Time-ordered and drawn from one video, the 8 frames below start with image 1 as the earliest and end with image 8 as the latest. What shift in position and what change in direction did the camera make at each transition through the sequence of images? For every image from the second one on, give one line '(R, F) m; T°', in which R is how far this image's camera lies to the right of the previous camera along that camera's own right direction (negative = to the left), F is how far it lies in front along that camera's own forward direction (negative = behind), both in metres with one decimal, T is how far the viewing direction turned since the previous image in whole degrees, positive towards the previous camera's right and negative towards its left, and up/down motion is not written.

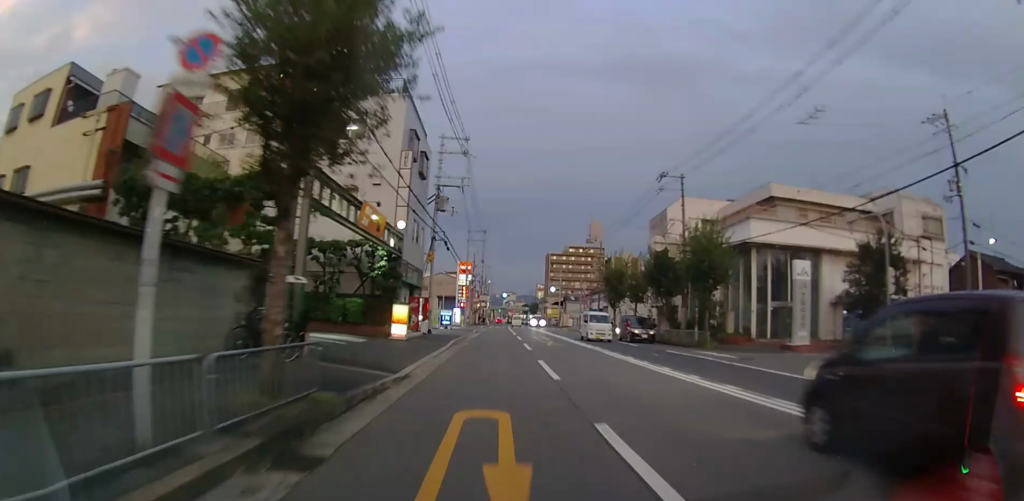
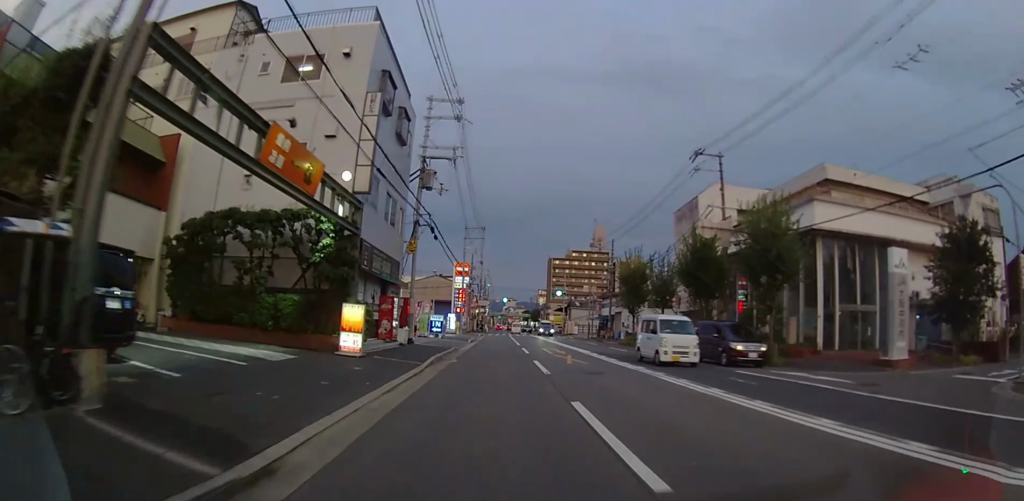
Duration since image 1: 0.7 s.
(0.0, +7.5) m; +1°
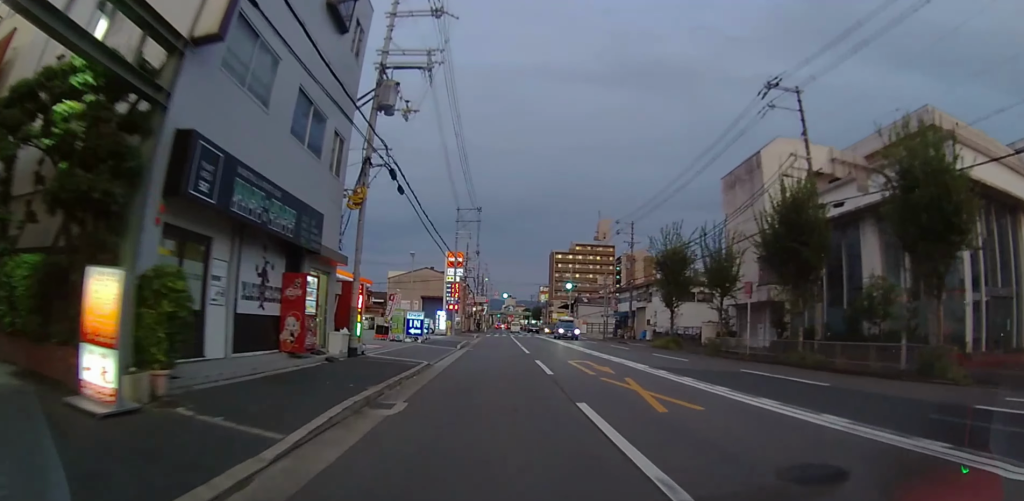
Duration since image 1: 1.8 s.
(+0.1, +10.5) m; +1°
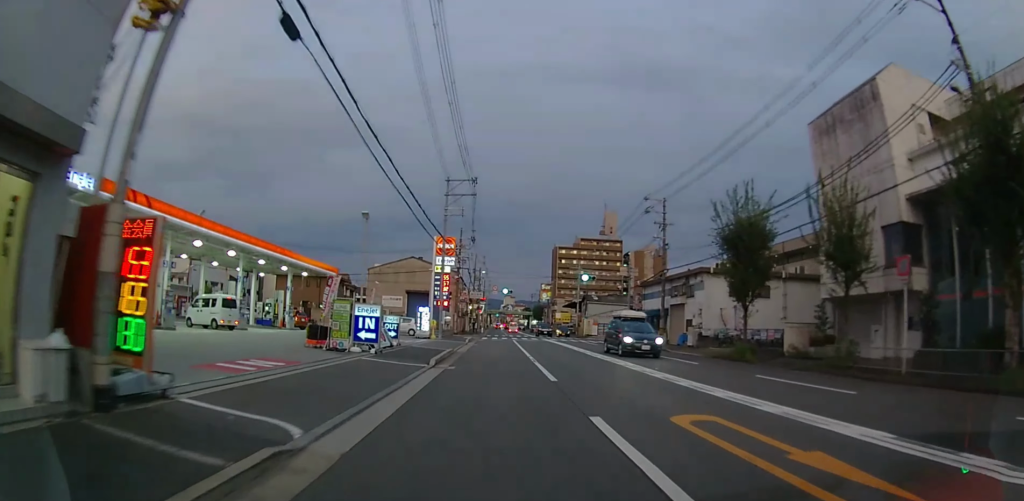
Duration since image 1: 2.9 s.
(0.0, +11.1) m; 0°
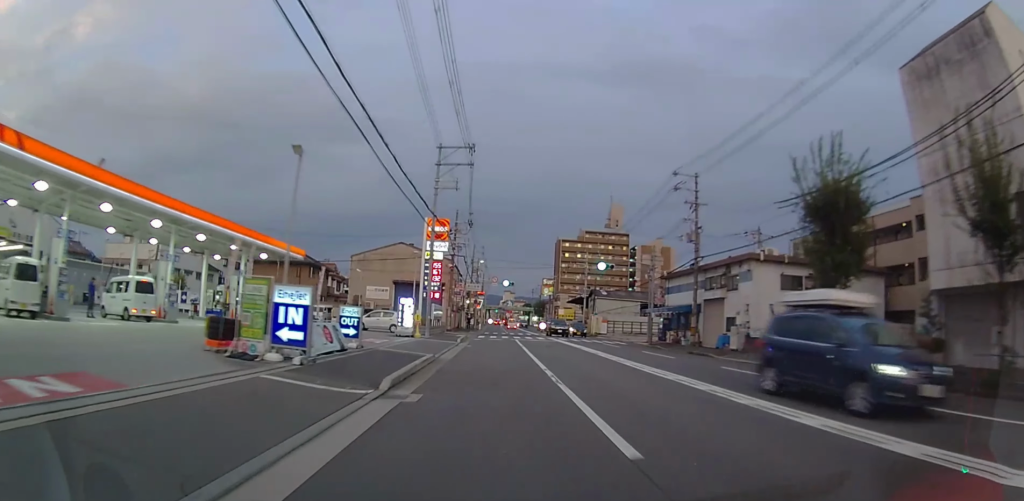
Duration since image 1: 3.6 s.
(0.0, +7.5) m; 0°
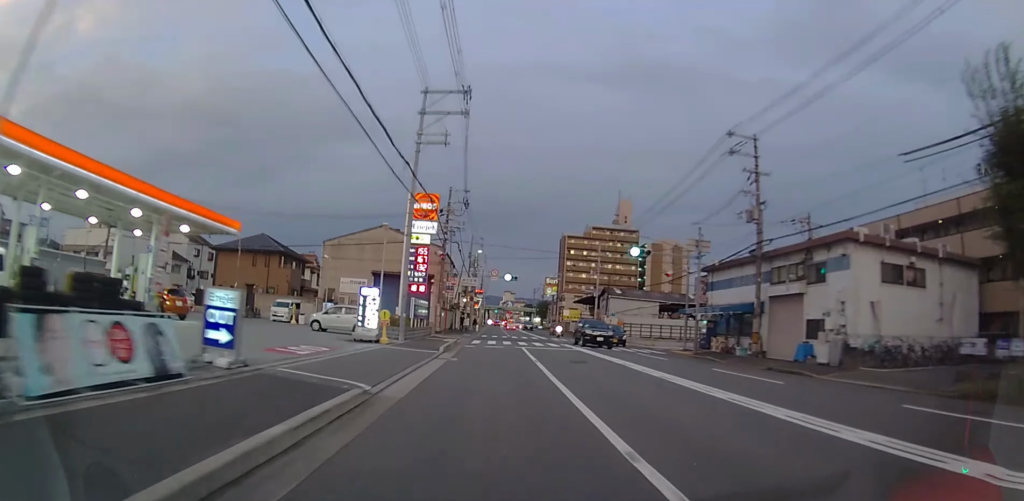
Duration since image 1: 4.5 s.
(0.0, +9.2) m; 0°
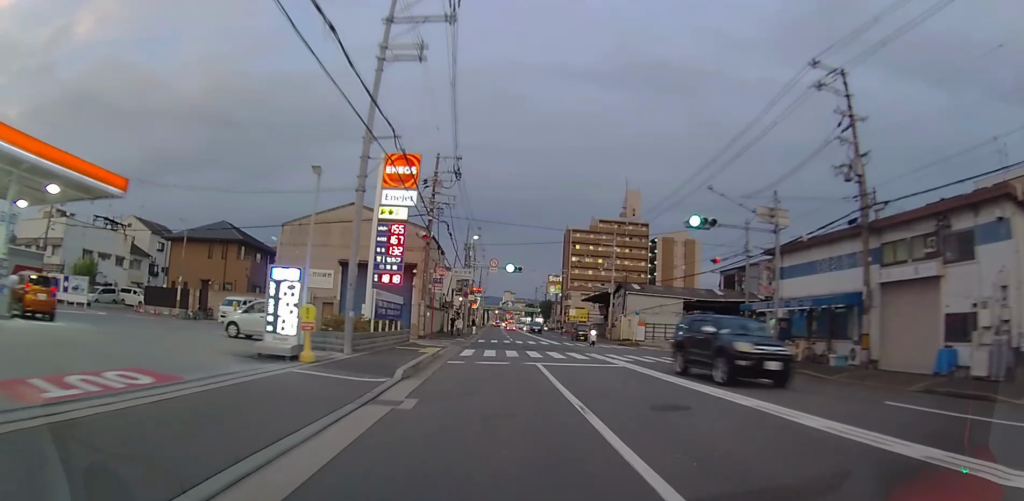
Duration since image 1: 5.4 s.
(0.0, +9.1) m; +1°
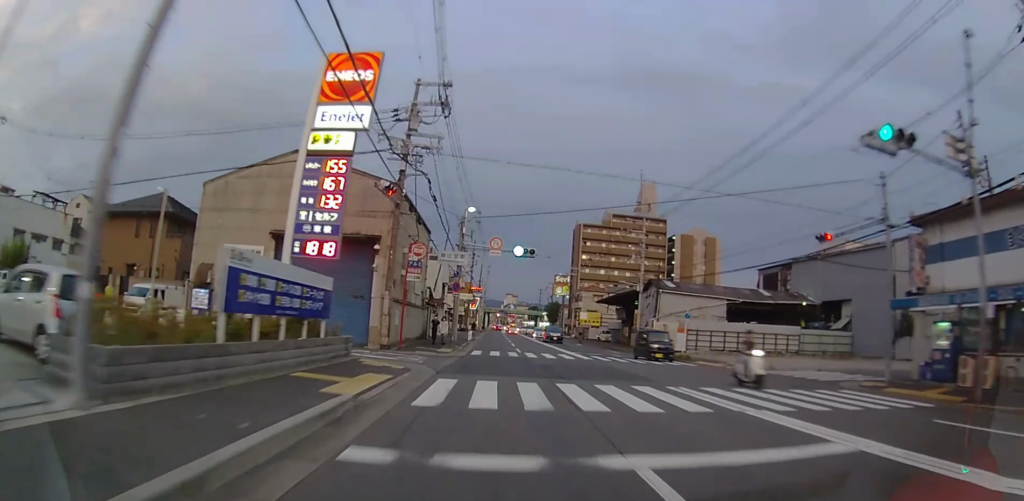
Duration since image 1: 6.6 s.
(+0.2, +12.0) m; +1°
